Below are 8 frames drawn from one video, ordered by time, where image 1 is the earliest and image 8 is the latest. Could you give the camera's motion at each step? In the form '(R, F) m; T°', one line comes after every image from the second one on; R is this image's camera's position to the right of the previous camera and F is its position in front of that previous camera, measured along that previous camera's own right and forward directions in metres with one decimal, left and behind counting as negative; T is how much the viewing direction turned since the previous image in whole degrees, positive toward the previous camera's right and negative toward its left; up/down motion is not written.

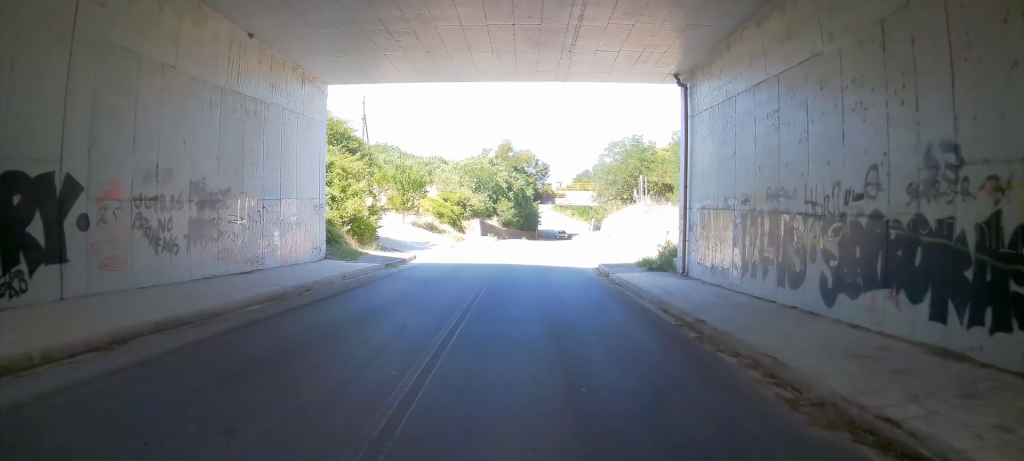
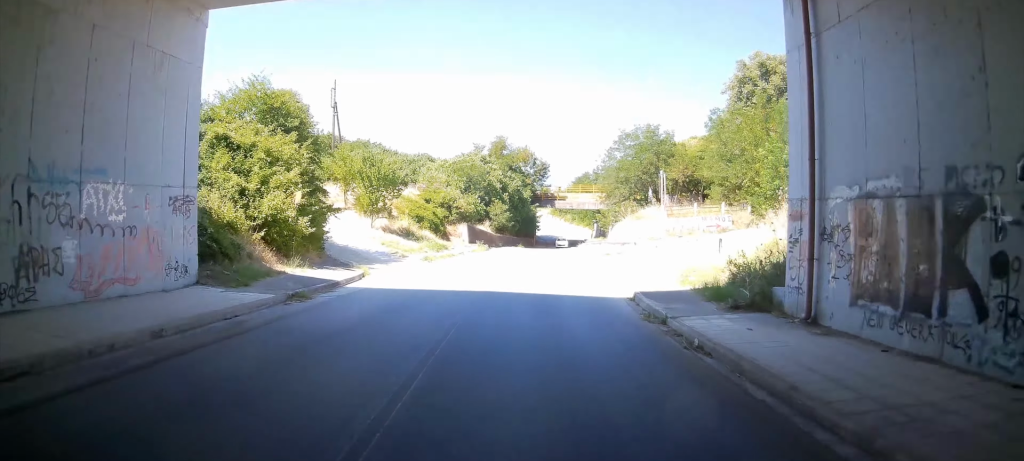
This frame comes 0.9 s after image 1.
(-0.2, +8.5) m; -1°
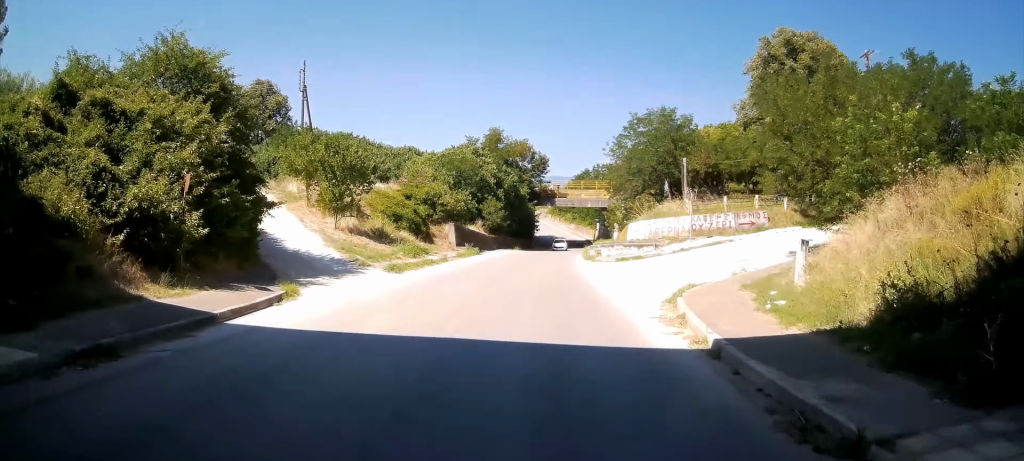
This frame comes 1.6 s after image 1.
(-0.1, +6.7) m; +1°
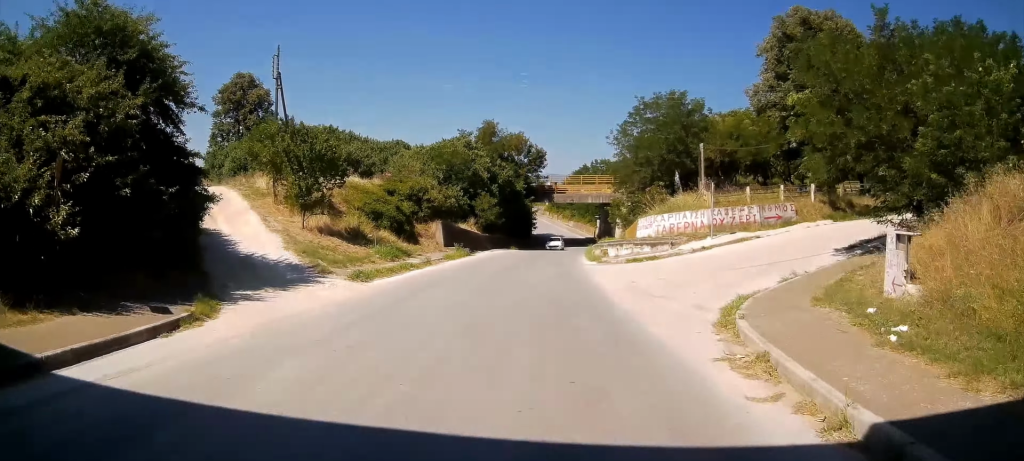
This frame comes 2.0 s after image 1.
(+0.1, +4.1) m; +2°
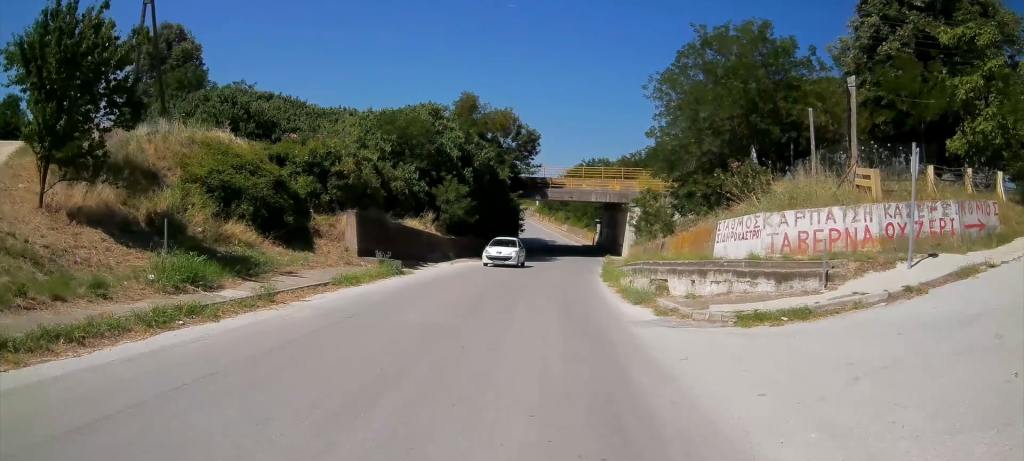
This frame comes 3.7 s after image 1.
(+0.9, +16.1) m; +4°
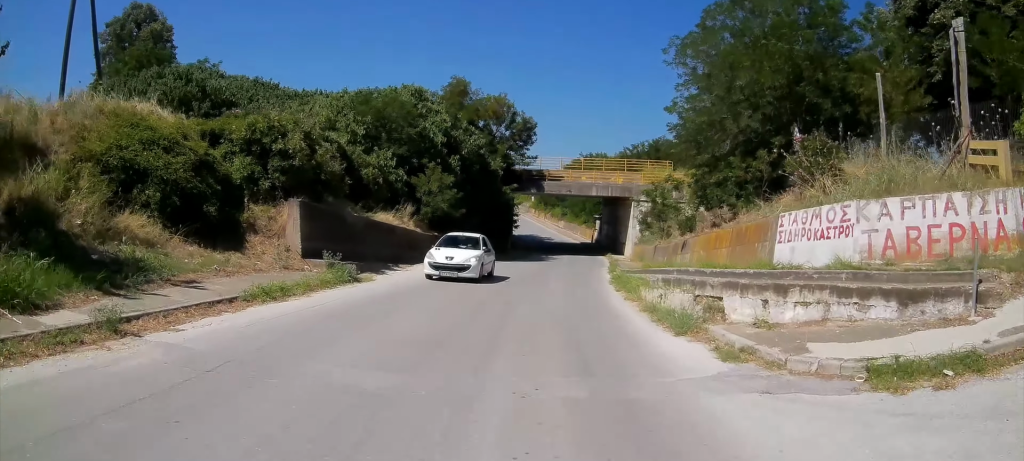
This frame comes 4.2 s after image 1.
(-0.1, +5.2) m; 0°
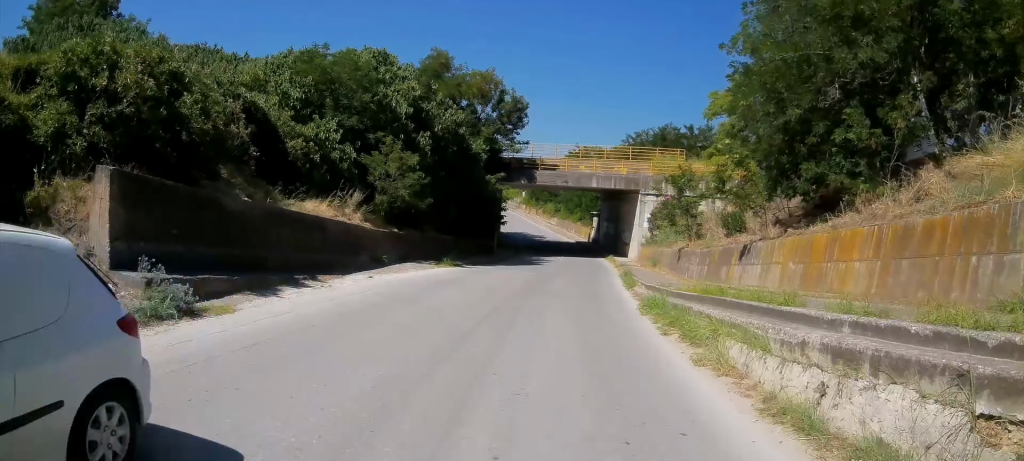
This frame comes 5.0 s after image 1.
(+0.1, +8.0) m; +2°
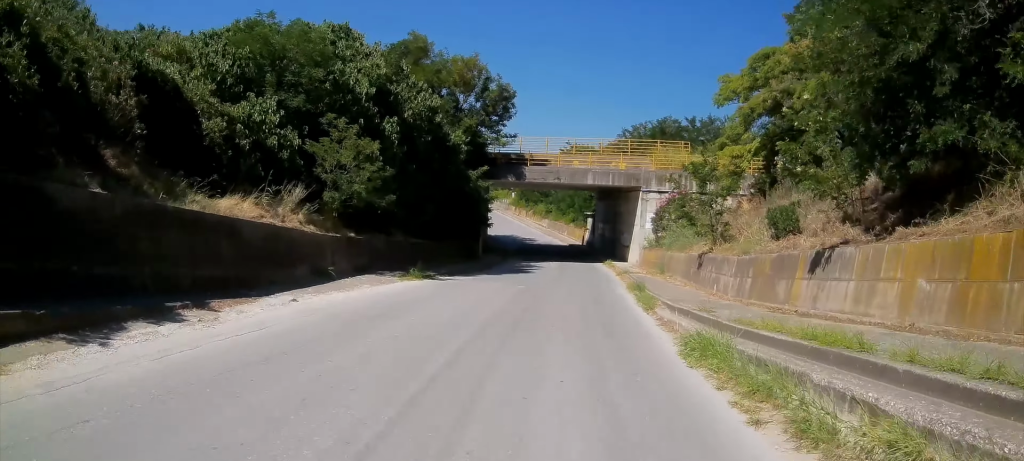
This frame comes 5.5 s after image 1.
(0.0, +4.9) m; +2°
